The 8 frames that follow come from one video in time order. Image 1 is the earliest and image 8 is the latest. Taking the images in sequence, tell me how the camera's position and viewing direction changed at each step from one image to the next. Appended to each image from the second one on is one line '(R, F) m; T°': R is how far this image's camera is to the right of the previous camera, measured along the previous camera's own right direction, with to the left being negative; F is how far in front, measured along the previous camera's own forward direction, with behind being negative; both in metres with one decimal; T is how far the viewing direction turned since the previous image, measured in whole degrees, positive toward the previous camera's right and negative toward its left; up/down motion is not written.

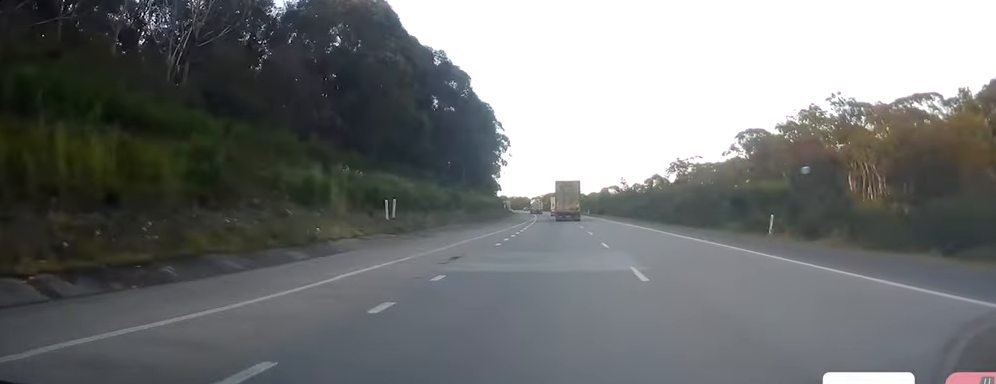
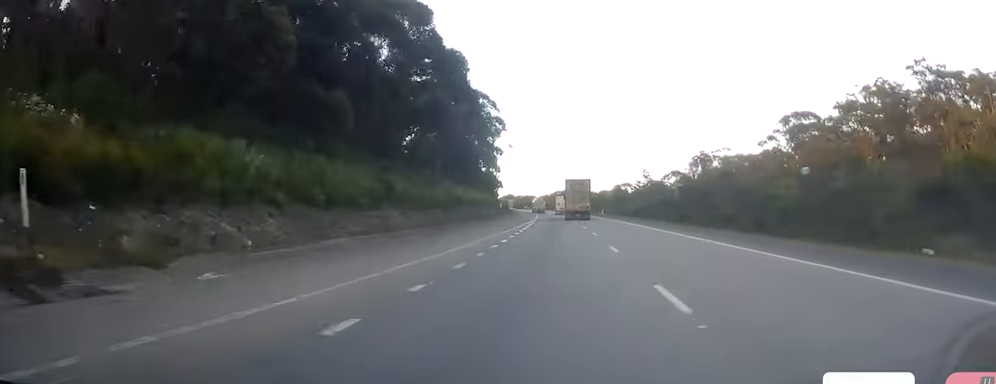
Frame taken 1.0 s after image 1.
(+0.1, +28.1) m; -1°
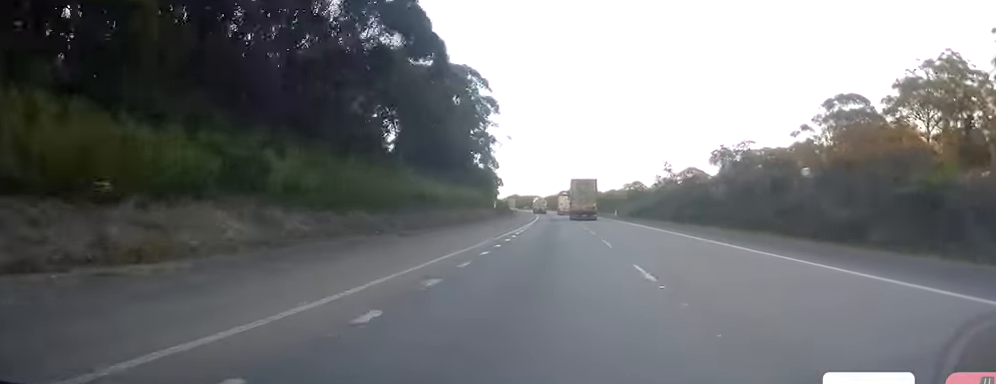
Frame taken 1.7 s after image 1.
(-0.2, +20.3) m; -1°
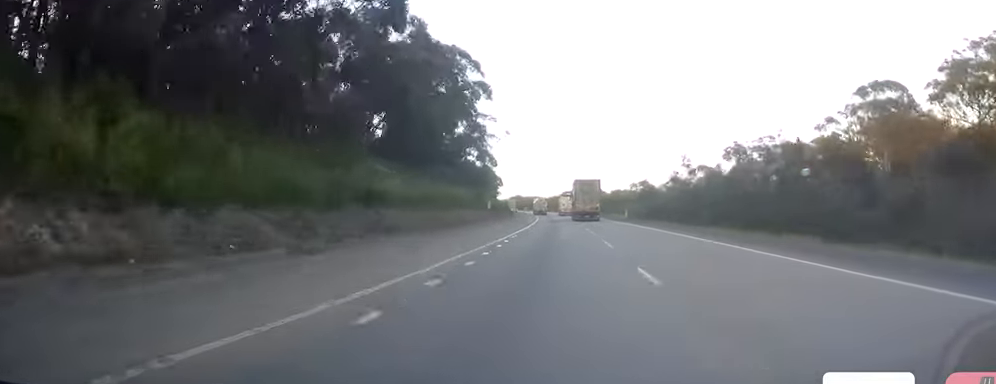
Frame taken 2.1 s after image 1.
(-0.2, +12.6) m; -1°
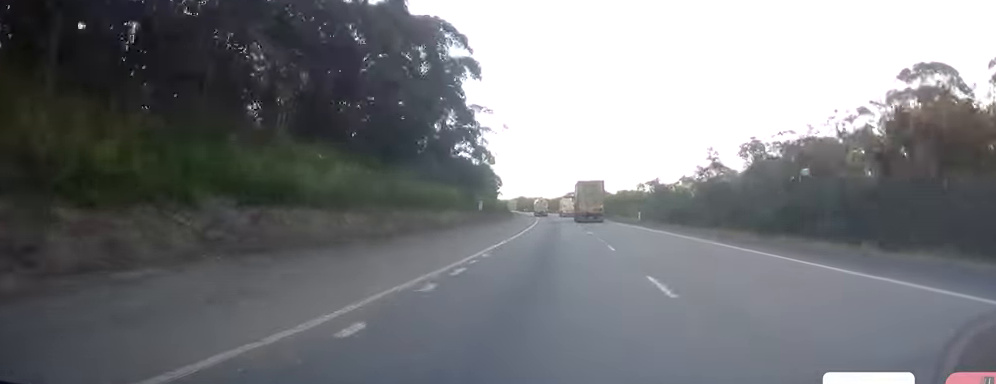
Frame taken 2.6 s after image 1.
(0.0, +13.6) m; -1°
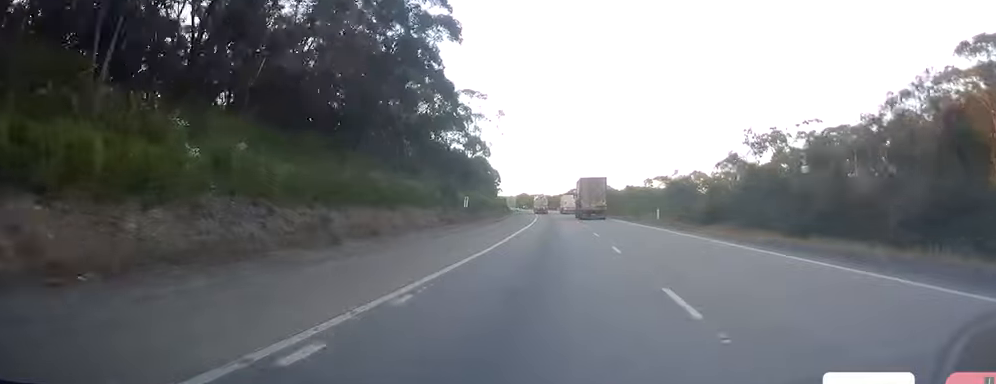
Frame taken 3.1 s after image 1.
(+0.2, +14.6) m; -1°
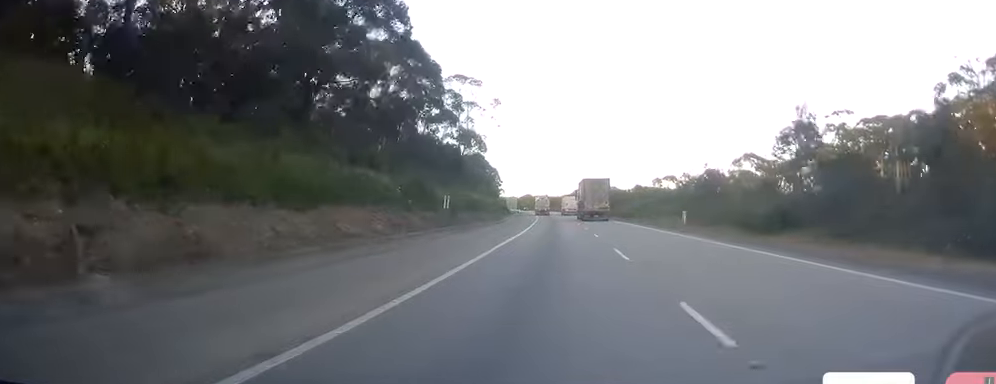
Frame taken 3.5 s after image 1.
(-0.1, +13.5) m; 0°
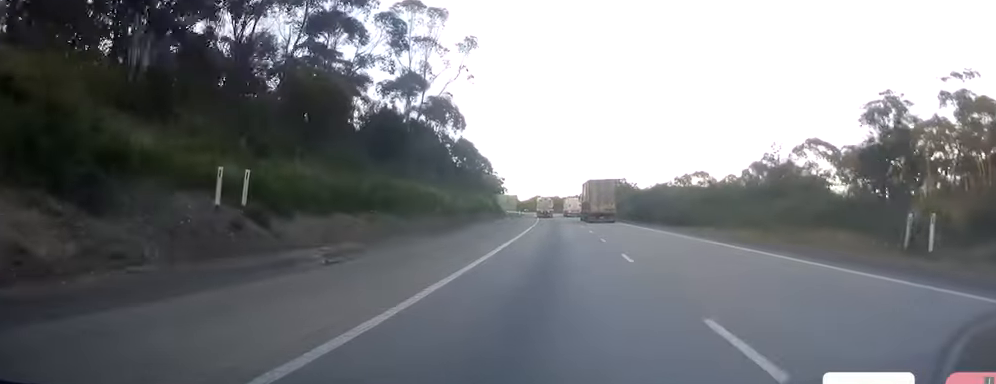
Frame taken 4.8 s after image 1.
(-0.2, +37.7) m; 0°
